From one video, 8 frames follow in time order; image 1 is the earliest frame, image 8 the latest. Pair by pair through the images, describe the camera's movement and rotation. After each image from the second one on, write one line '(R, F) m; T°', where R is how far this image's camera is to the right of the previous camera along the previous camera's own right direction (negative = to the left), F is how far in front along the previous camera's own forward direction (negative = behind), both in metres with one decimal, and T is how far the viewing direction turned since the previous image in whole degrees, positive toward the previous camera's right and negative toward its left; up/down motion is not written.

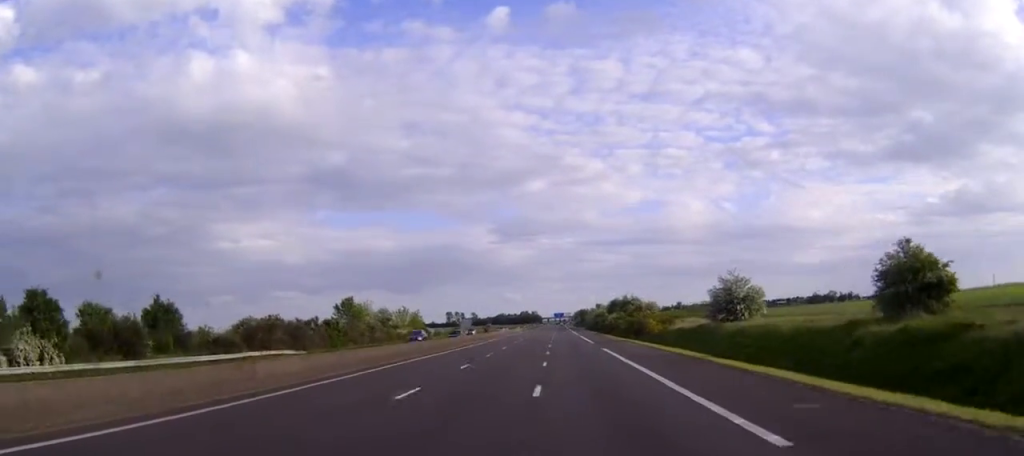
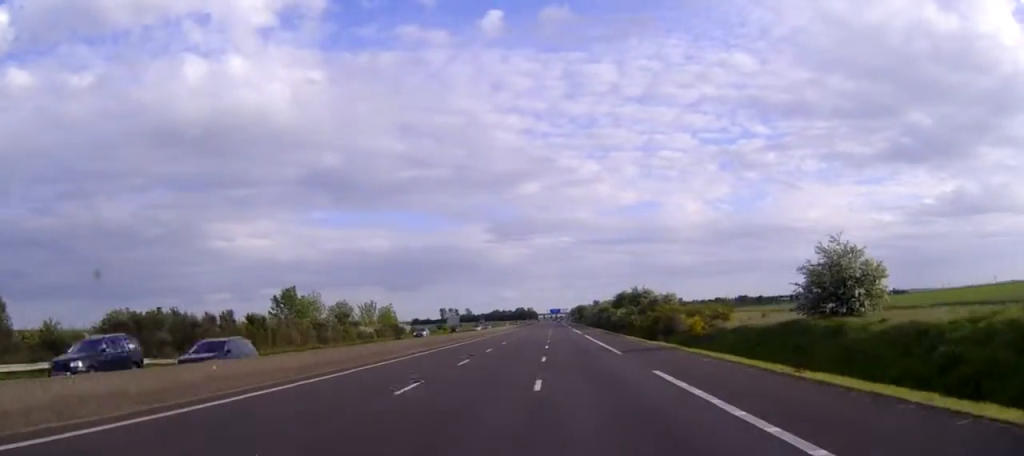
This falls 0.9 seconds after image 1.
(0.0, +25.8) m; 0°
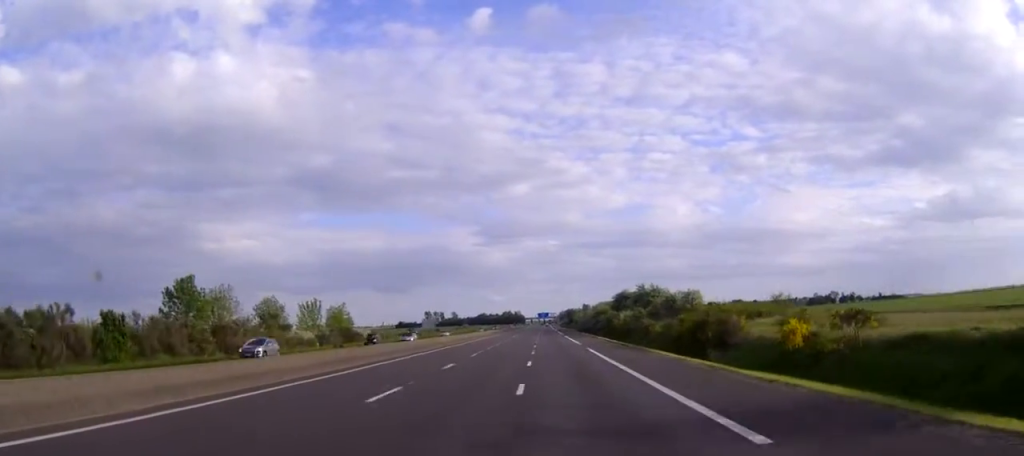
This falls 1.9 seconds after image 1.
(+0.1, +25.8) m; 0°
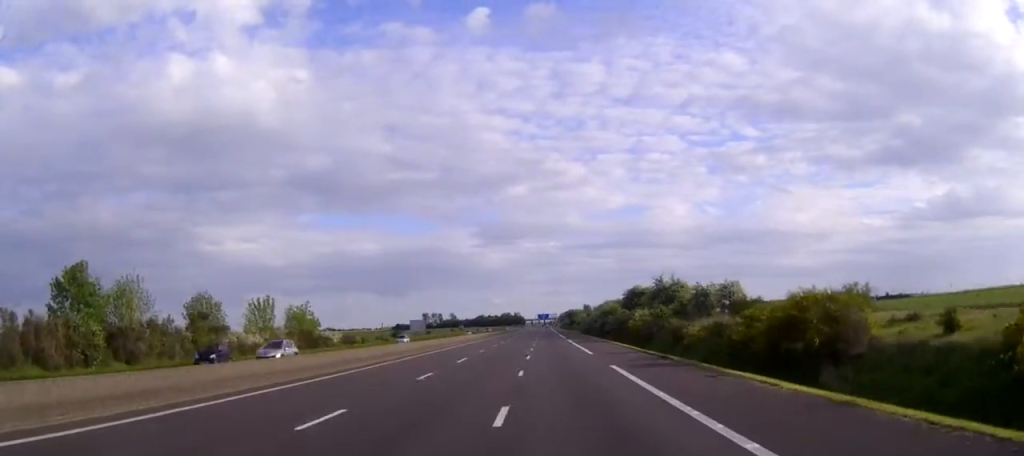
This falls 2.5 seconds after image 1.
(0.0, +18.5) m; 0°
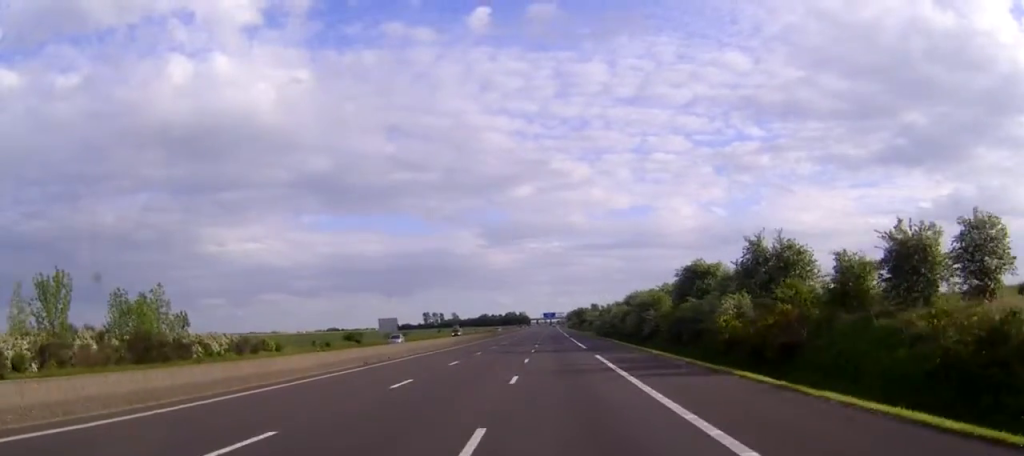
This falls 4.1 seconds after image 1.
(-0.1, +42.4) m; 0°
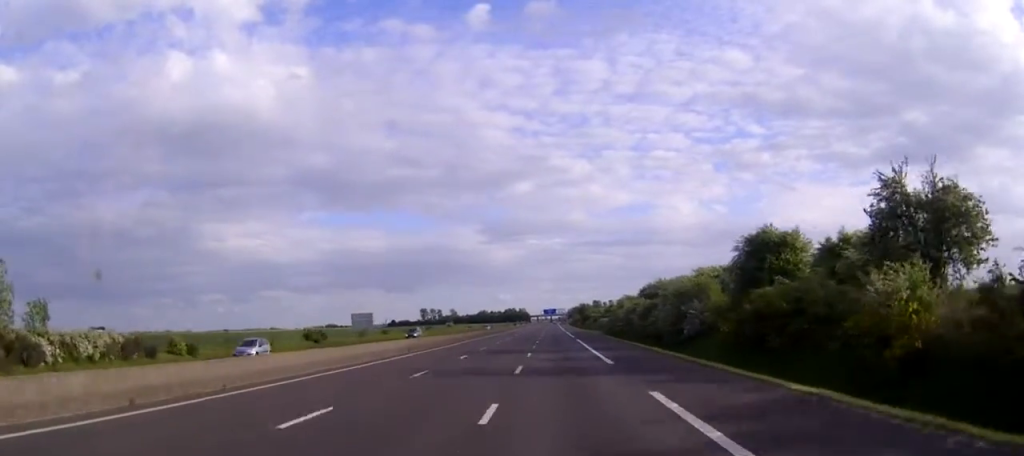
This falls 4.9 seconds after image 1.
(0.0, +22.0) m; 0°
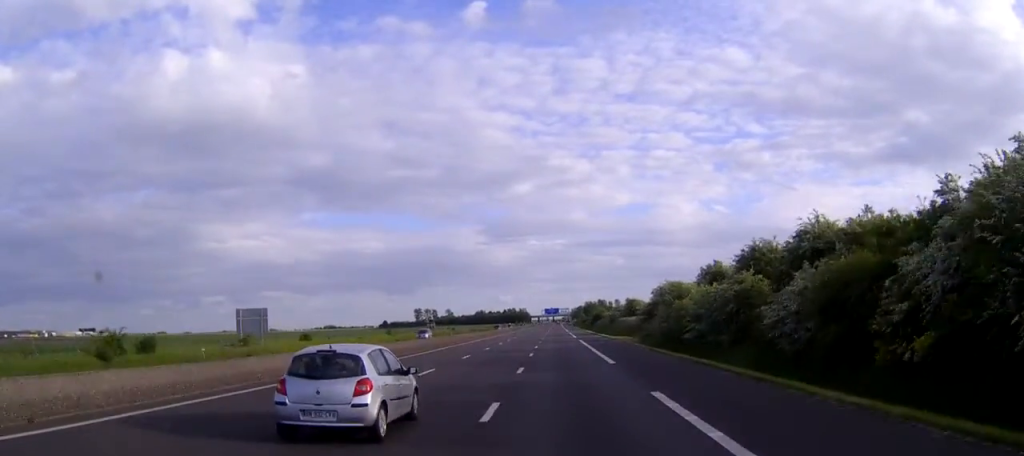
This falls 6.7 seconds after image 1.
(-0.1, +51.6) m; 0°
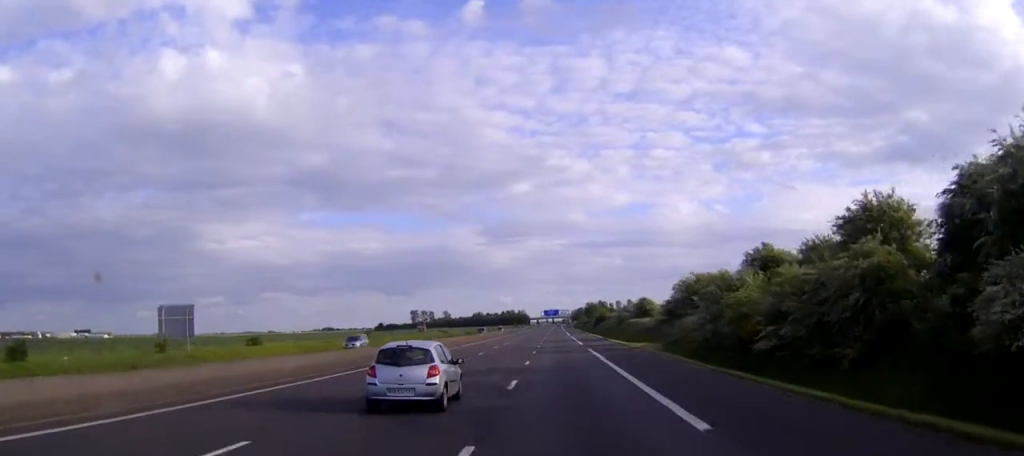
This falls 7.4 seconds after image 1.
(0.0, +18.5) m; 0°
